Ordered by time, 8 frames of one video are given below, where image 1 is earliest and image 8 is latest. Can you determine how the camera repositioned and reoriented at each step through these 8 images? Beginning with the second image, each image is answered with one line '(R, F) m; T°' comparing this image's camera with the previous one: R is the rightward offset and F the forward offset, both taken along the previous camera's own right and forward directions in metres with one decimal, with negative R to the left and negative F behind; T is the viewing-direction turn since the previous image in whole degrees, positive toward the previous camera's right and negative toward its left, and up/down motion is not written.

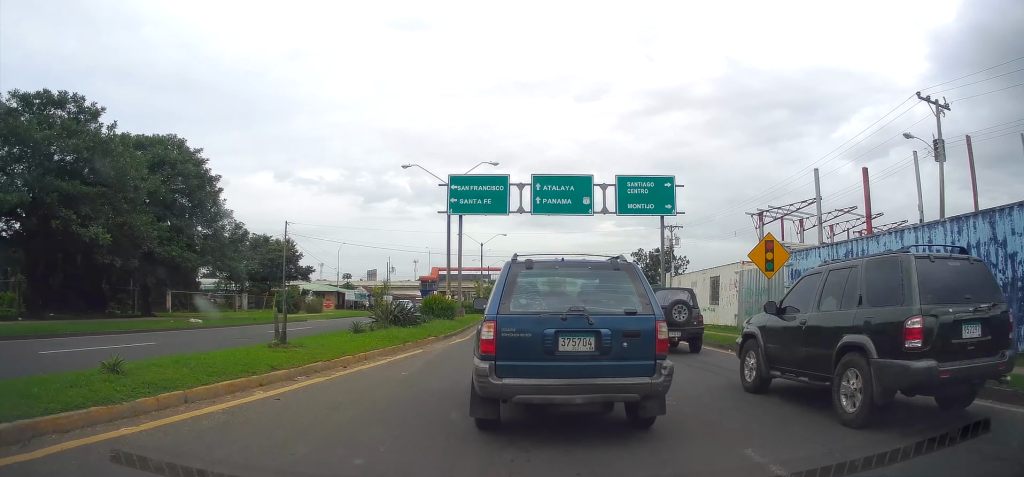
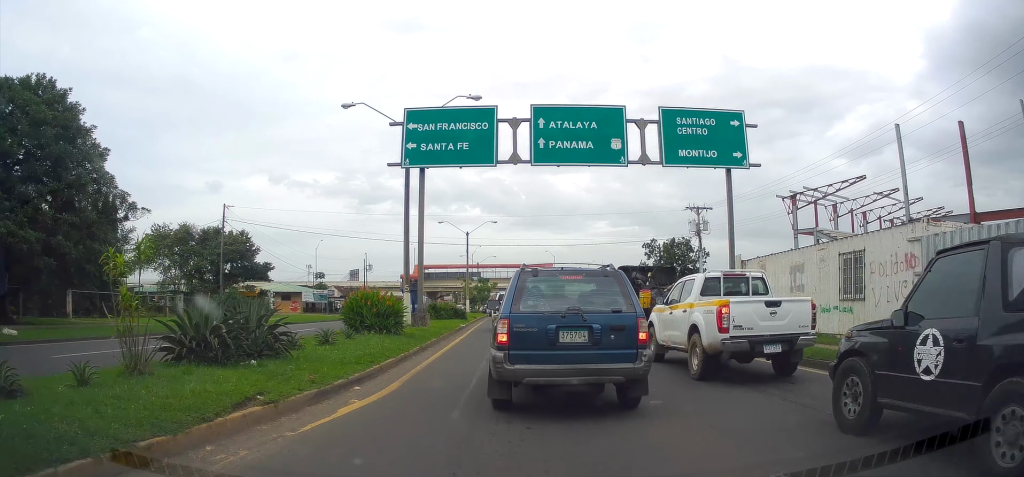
(-0.8, +13.3) m; +2°
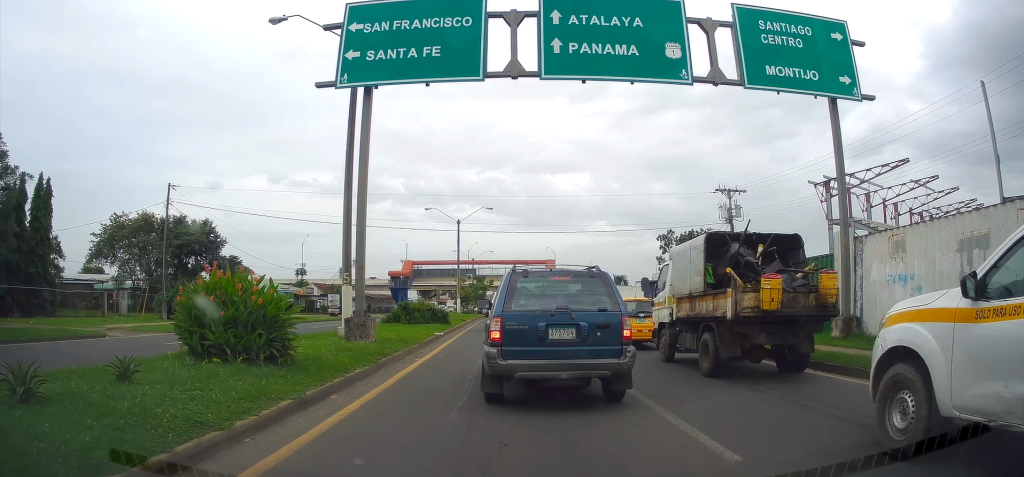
(+1.2, +8.5) m; +4°
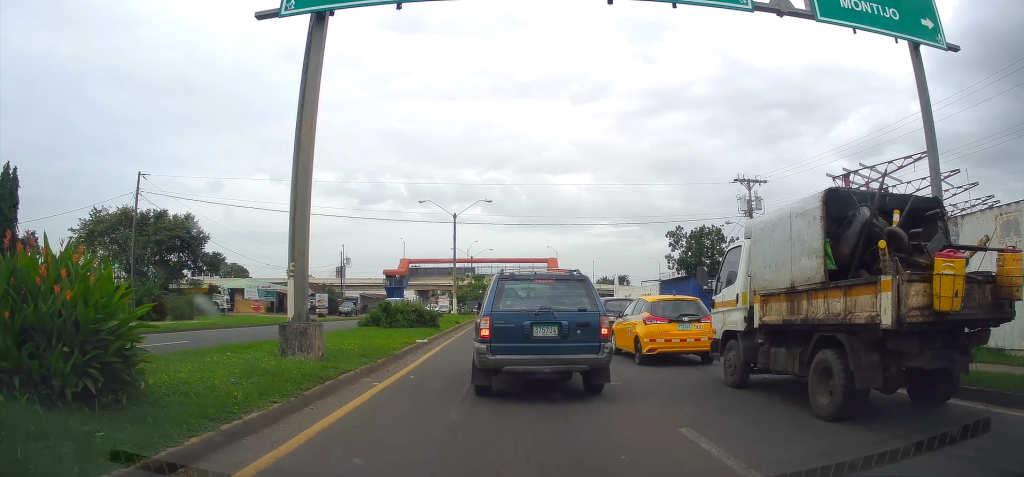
(-0.4, +4.3) m; -2°
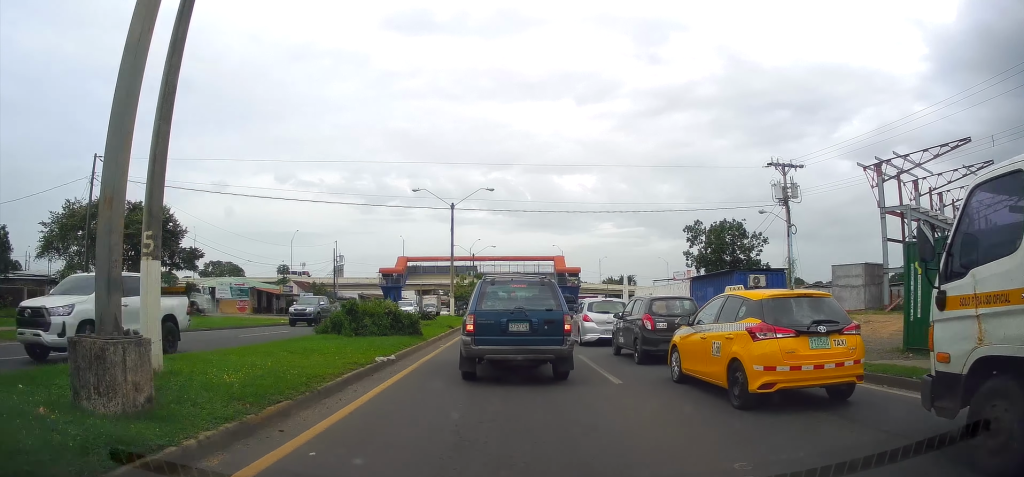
(+0.2, +5.8) m; +5°
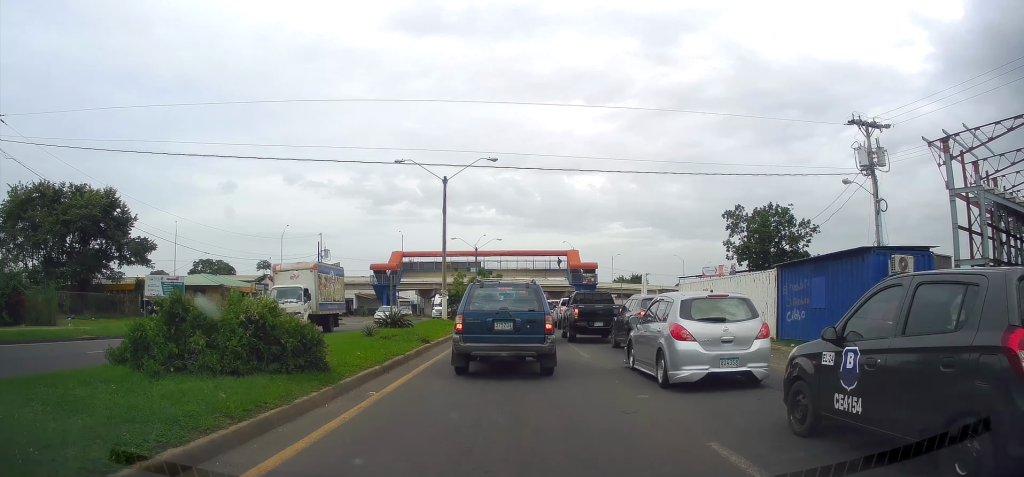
(-0.5, +9.3) m; -12°
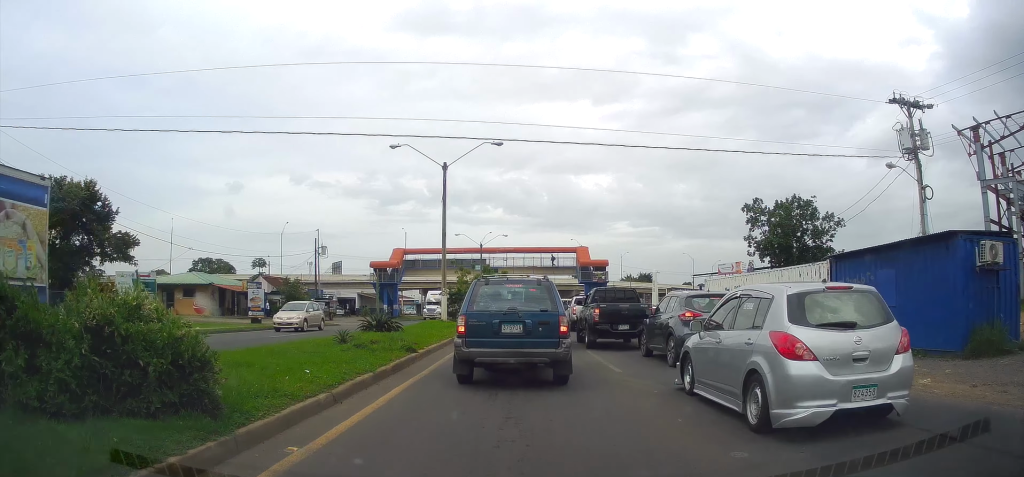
(-0.2, +3.0) m; -4°
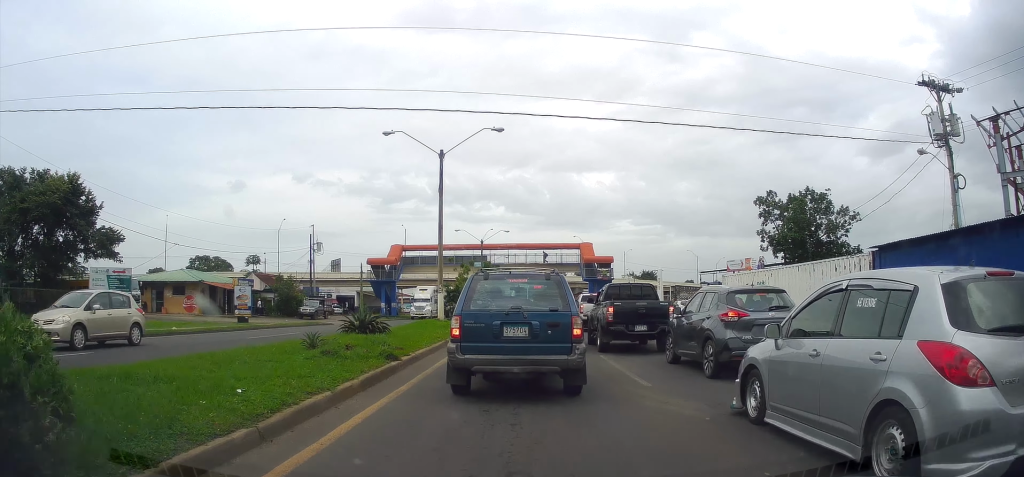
(0.0, +2.1) m; -1°
